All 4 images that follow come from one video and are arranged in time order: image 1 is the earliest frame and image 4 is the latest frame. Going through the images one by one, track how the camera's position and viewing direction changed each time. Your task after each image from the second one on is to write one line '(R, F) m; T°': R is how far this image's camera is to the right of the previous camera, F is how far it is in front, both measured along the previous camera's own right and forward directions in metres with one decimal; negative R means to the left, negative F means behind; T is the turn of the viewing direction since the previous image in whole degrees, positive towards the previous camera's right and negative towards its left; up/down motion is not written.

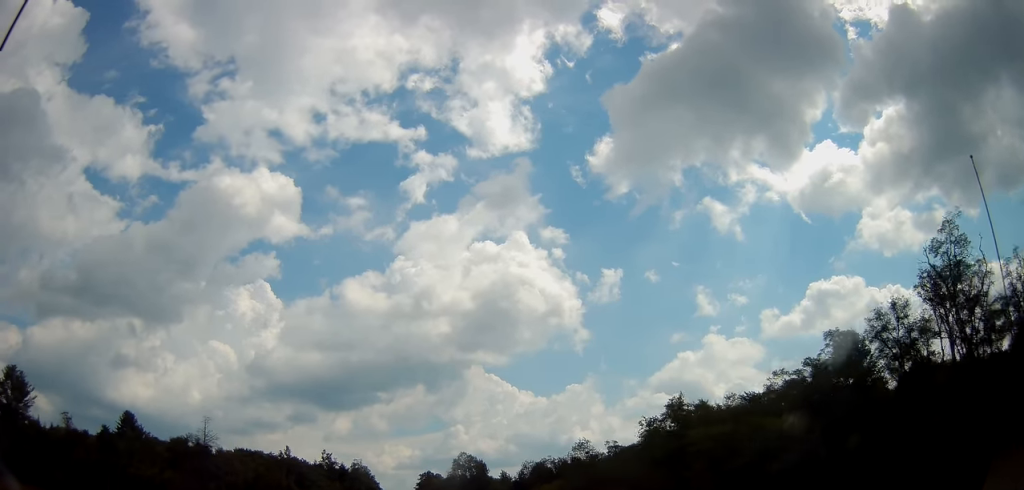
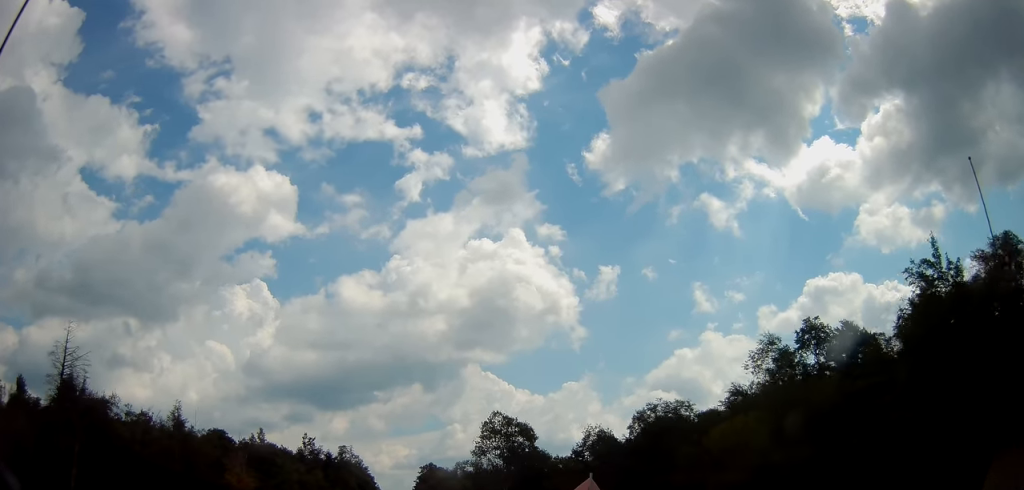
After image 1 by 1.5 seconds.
(+0.3, +36.1) m; 0°
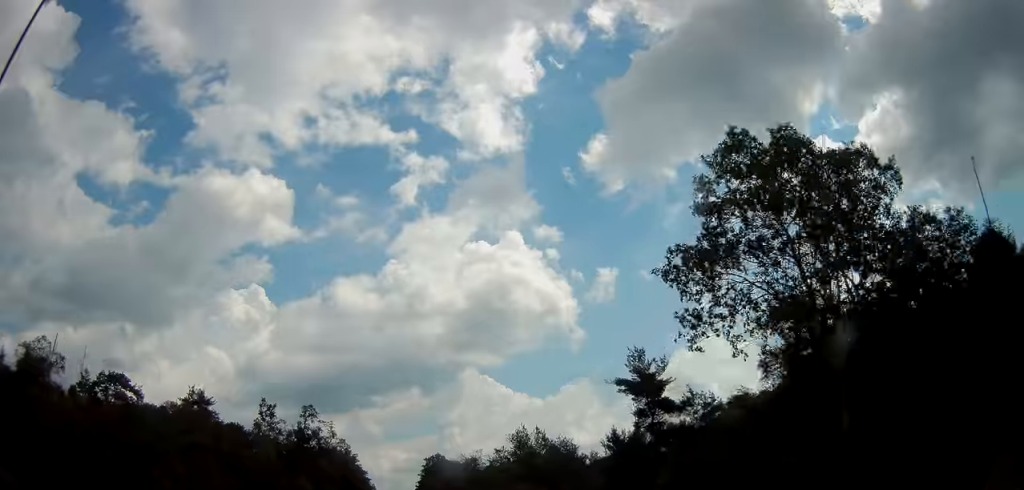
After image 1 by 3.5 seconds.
(-0.1, +49.7) m; 0°
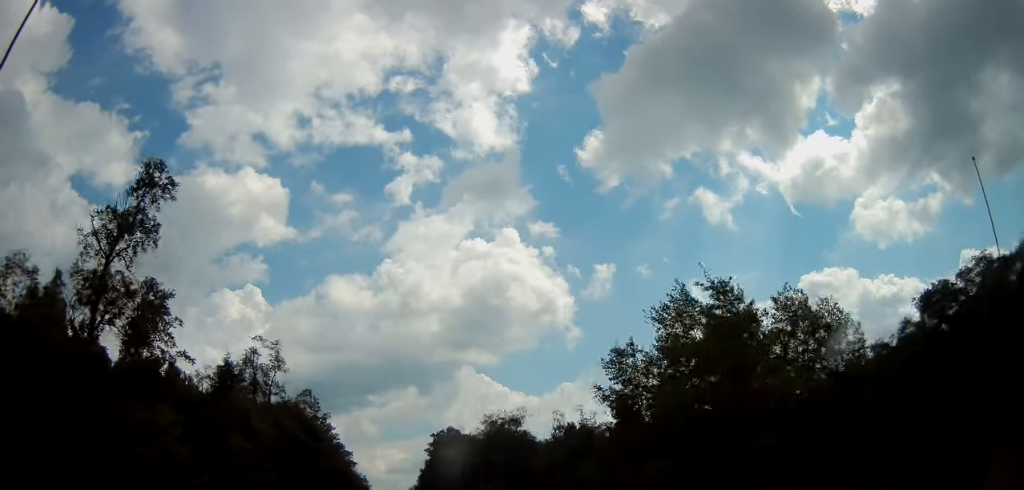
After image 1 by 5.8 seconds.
(+0.7, +54.9) m; 0°
